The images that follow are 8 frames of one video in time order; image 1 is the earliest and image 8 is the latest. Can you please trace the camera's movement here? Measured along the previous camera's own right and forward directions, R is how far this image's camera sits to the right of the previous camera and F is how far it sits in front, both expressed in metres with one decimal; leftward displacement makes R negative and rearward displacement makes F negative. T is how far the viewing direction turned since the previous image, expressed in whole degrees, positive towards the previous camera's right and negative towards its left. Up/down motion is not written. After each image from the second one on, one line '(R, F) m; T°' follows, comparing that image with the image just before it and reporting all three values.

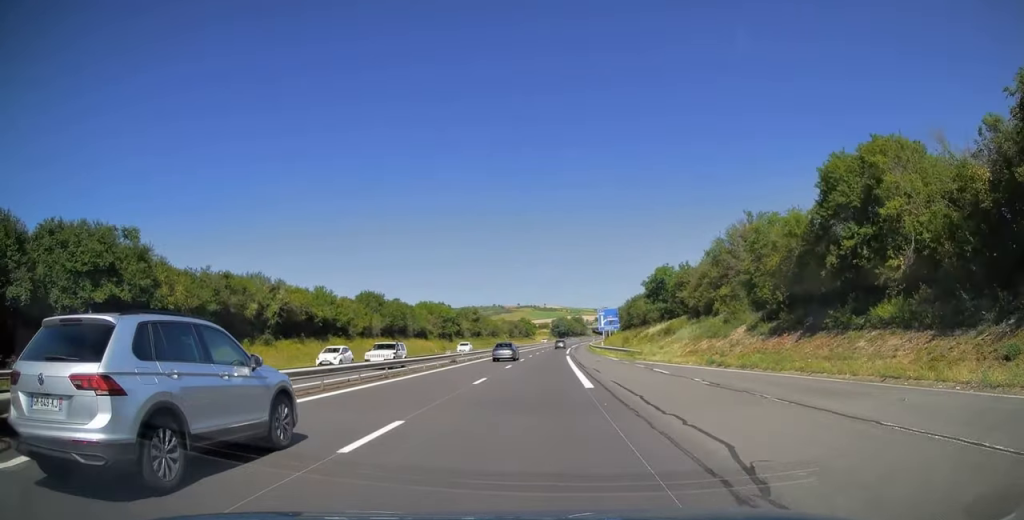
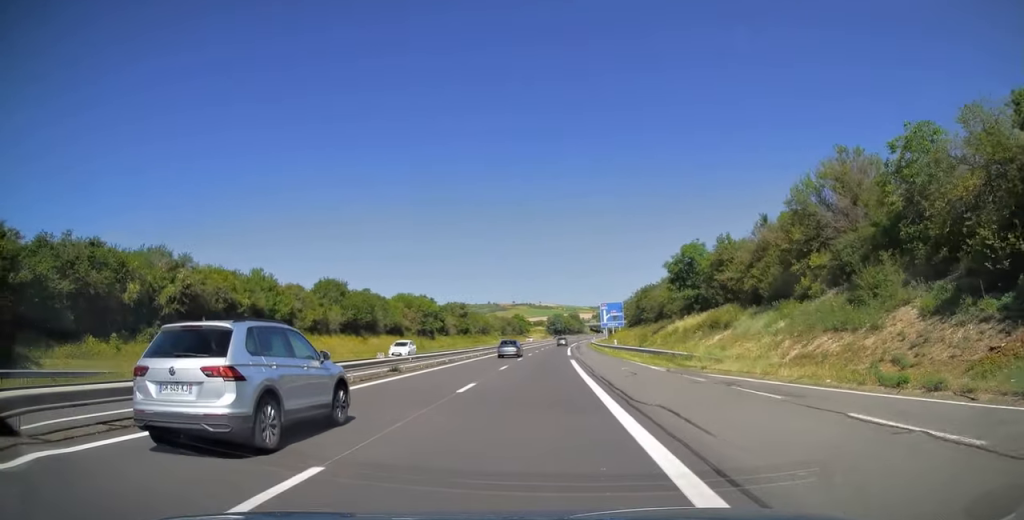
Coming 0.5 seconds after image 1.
(0.0, +17.1) m; 0°
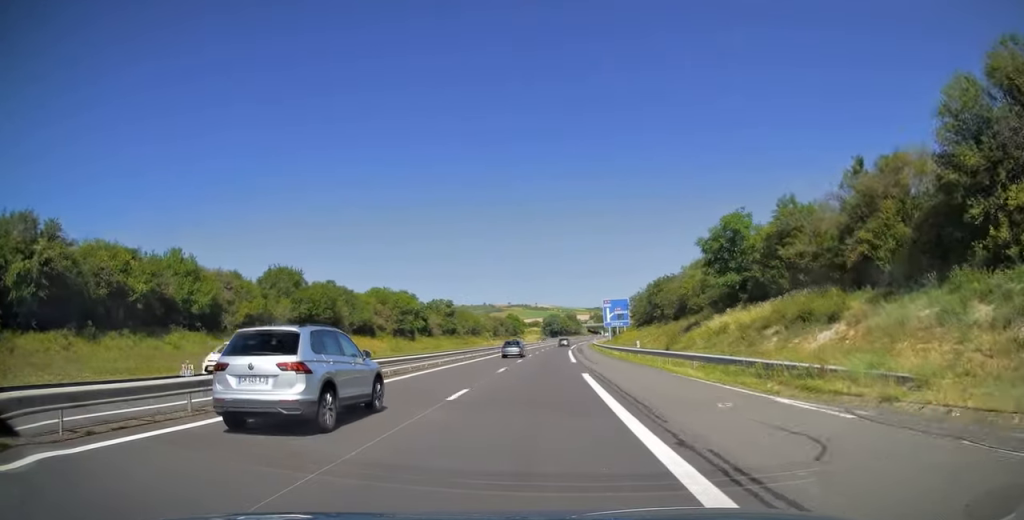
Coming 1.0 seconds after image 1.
(0.0, +15.0) m; 0°
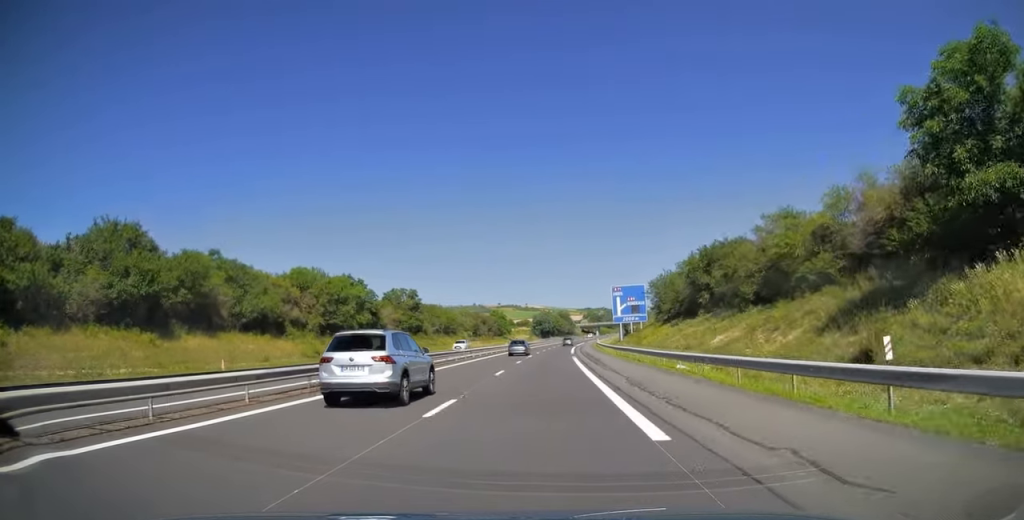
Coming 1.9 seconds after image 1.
(+0.2, +29.4) m; +1°
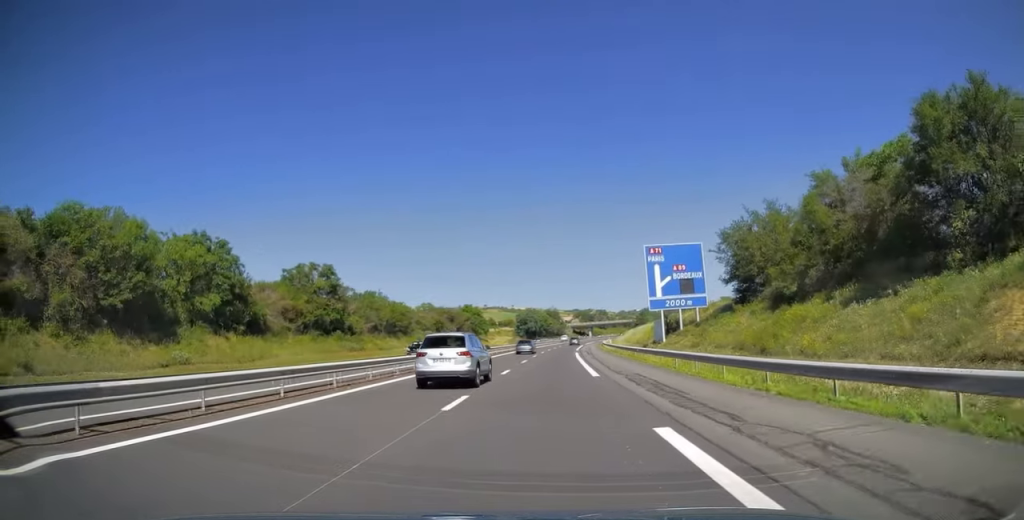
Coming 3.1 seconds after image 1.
(+0.4, +38.0) m; +1°
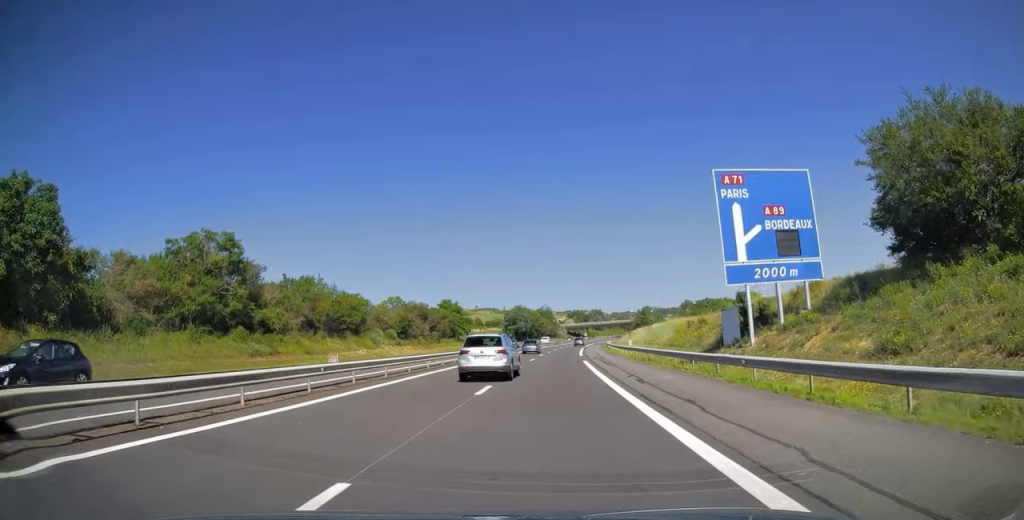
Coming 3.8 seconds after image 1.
(0.0, +22.5) m; 0°
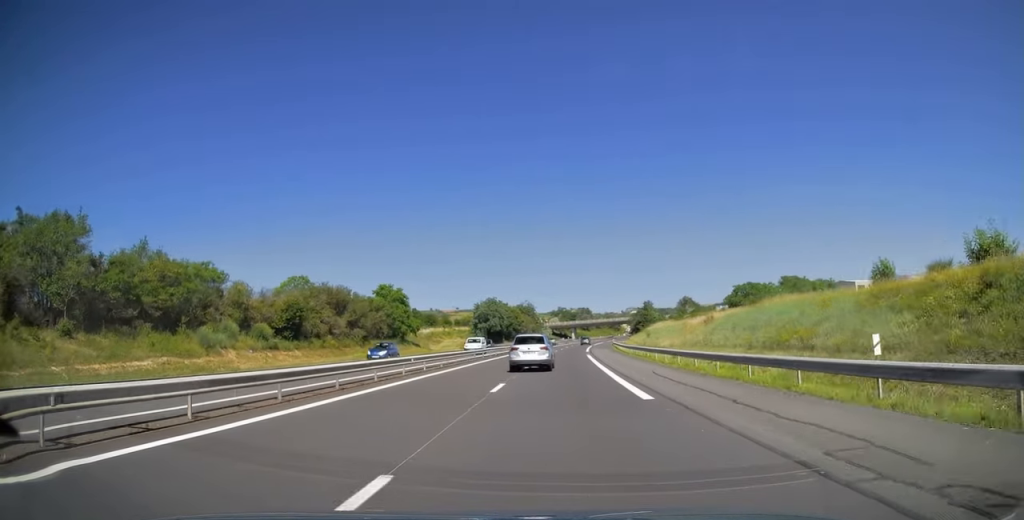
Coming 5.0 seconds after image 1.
(+0.4, +38.5) m; +2°
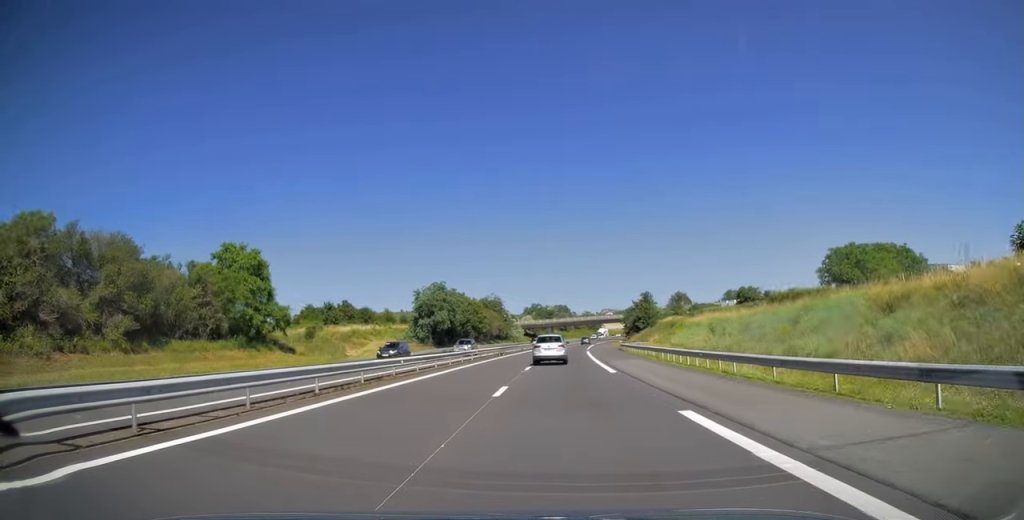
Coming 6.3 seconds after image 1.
(+0.7, +41.7) m; +2°
